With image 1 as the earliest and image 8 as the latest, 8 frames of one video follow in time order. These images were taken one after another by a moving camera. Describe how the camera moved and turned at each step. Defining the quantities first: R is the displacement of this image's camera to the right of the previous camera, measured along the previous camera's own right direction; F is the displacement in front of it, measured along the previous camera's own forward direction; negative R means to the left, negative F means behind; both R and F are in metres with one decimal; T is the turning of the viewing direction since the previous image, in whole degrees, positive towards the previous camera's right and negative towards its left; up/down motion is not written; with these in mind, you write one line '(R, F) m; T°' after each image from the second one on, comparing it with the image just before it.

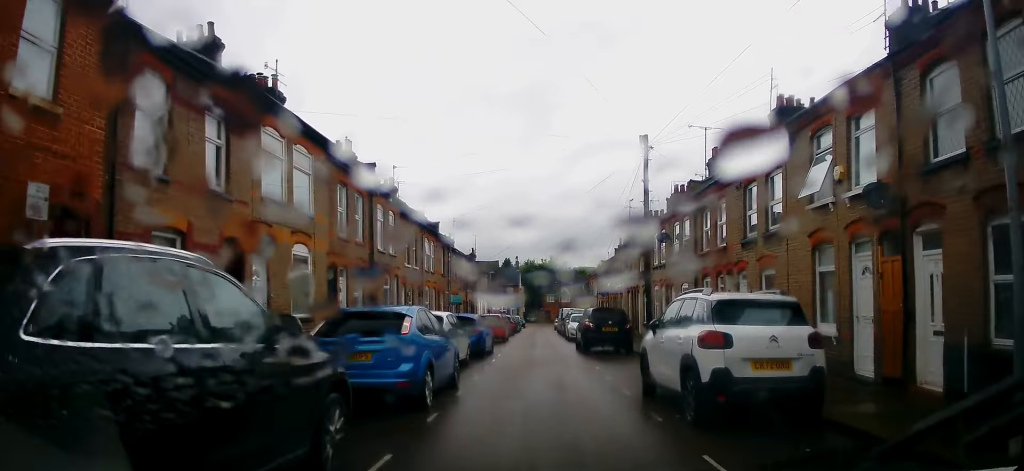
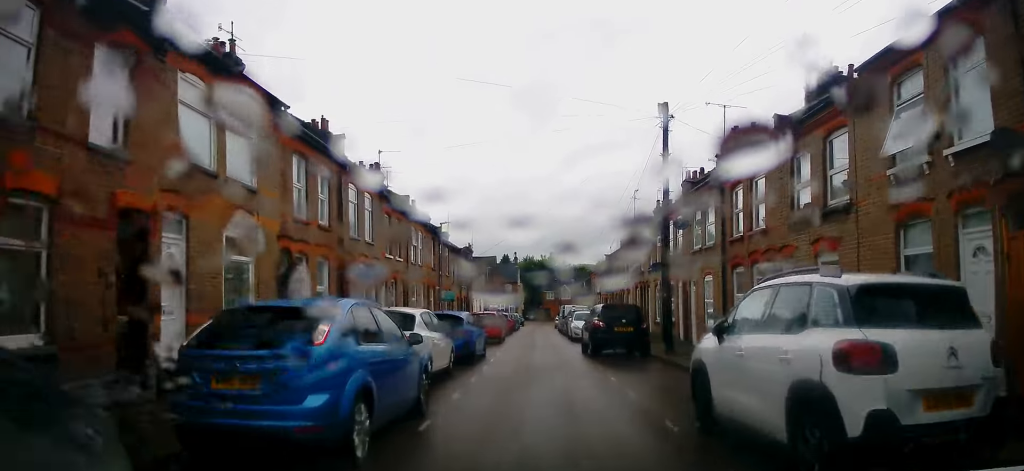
(0.0, +3.3) m; -1°
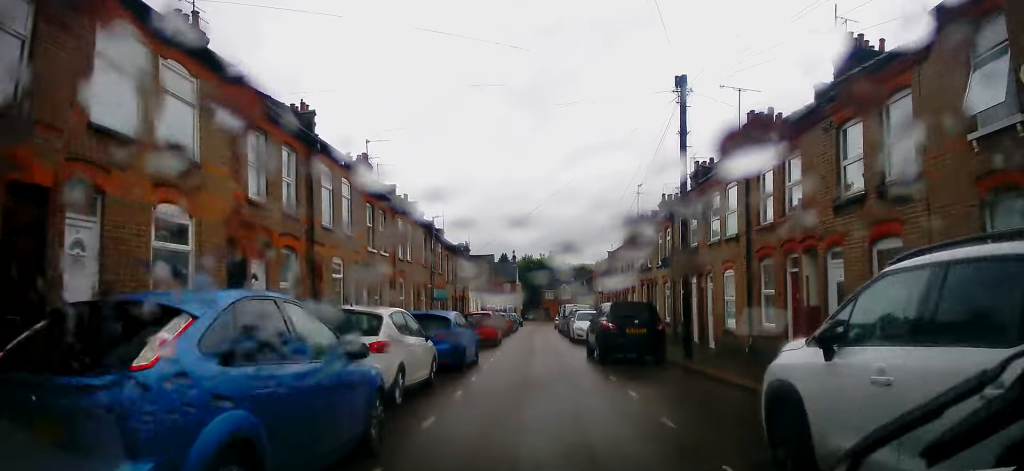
(0.0, +2.3) m; -1°
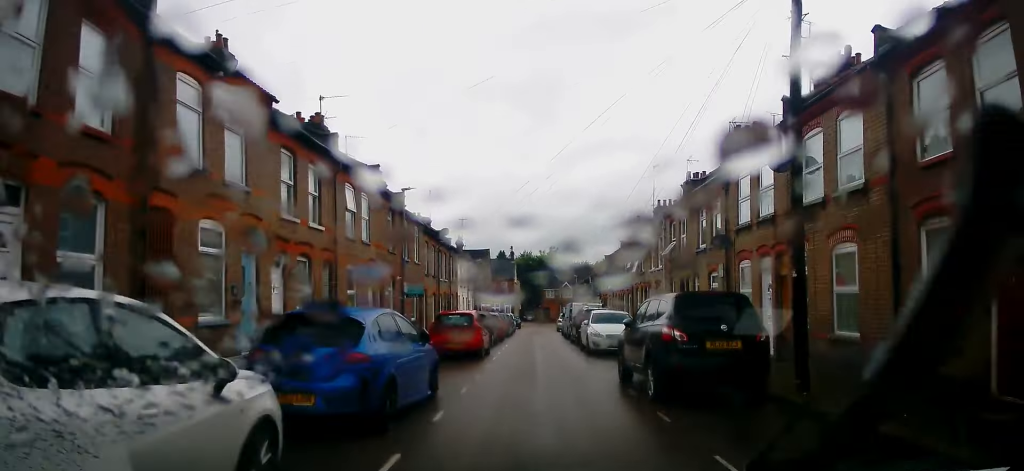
(-0.2, +7.0) m; +1°
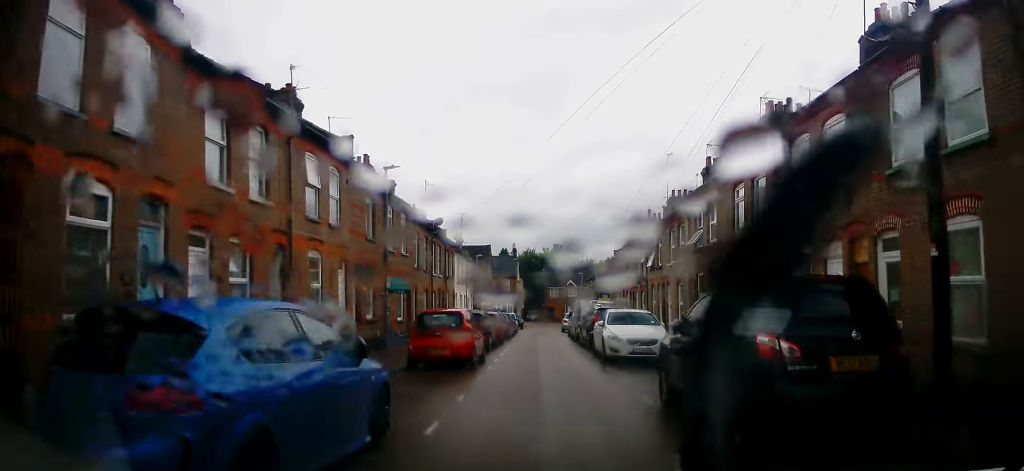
(+0.2, +3.5) m; 0°
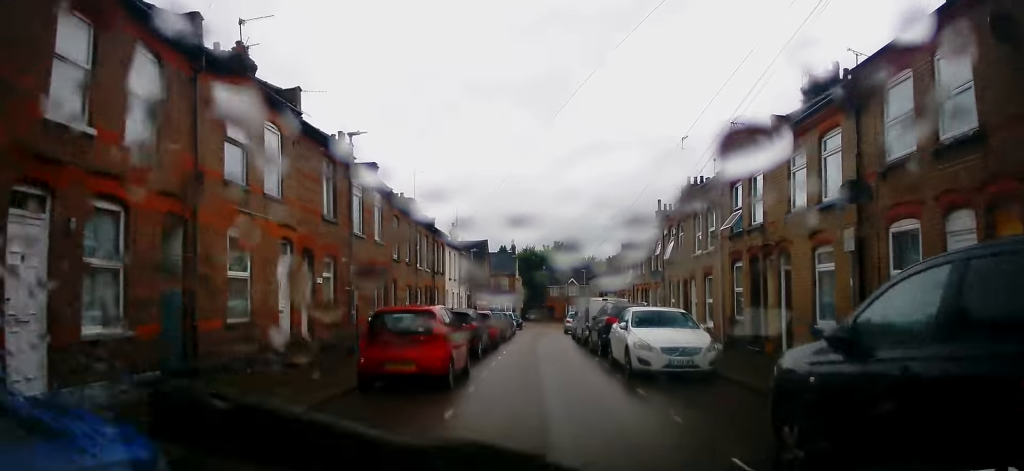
(0.0, +4.1) m; -1°
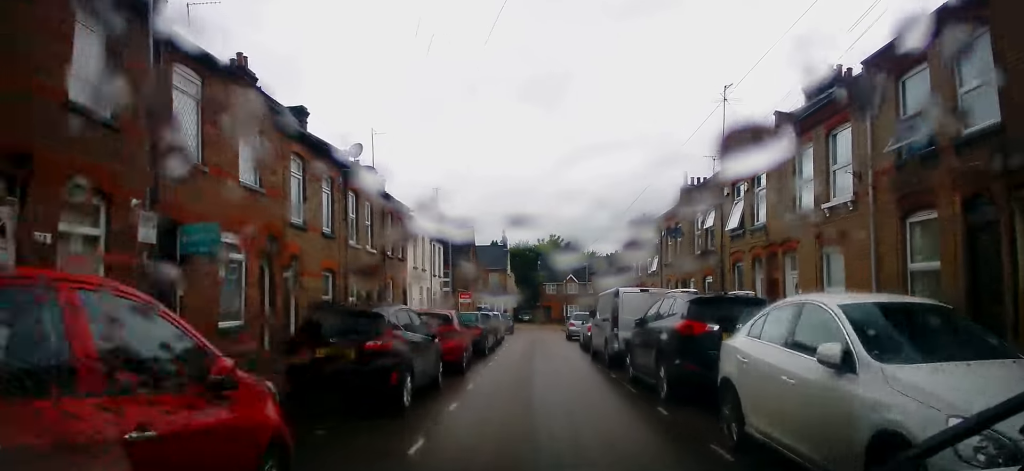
(-0.2, +9.5) m; +5°
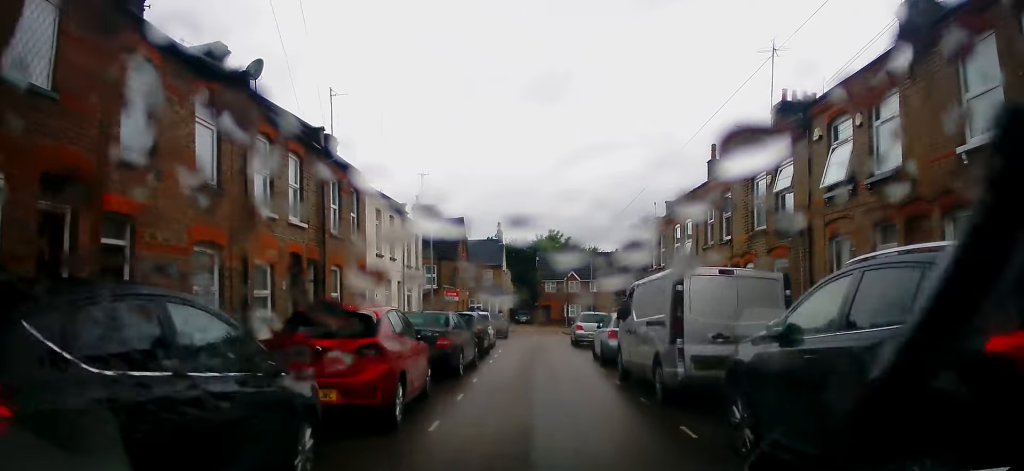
(+0.4, +5.8) m; -1°
